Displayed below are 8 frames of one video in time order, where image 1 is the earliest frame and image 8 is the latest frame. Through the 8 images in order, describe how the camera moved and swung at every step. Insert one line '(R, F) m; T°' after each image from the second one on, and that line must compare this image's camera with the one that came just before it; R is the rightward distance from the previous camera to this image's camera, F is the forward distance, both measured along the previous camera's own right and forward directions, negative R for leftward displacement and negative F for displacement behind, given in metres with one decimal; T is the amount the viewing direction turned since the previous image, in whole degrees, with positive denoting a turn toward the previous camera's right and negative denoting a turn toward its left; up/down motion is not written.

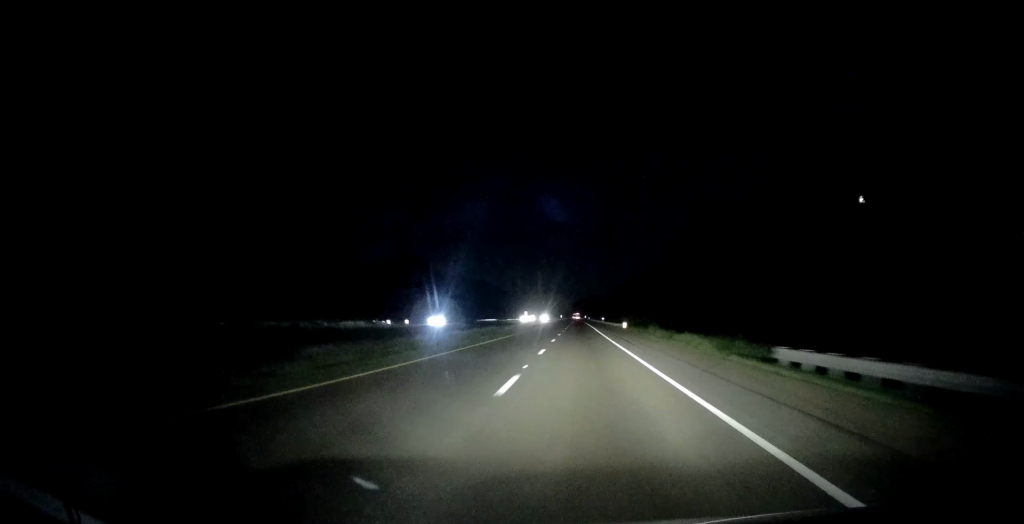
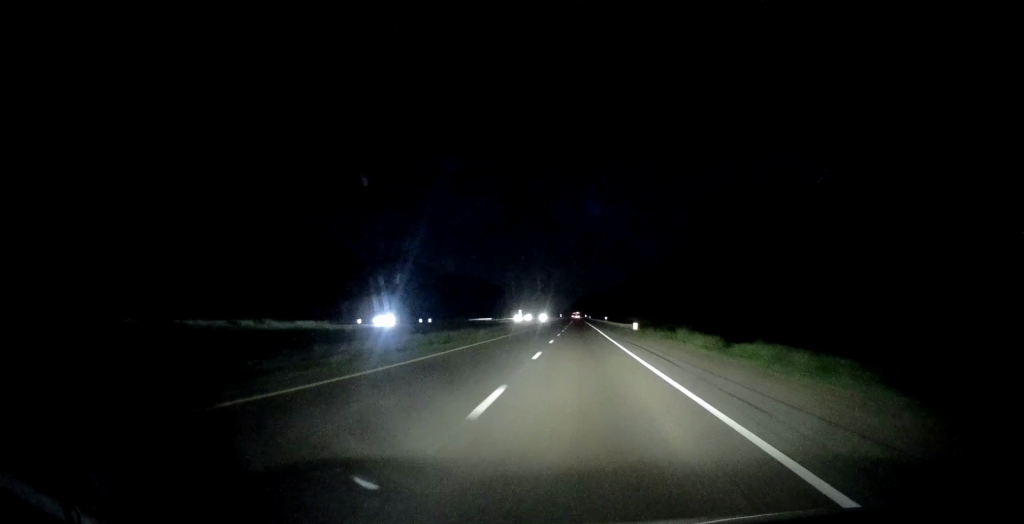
(0.0, +14.7) m; 0°
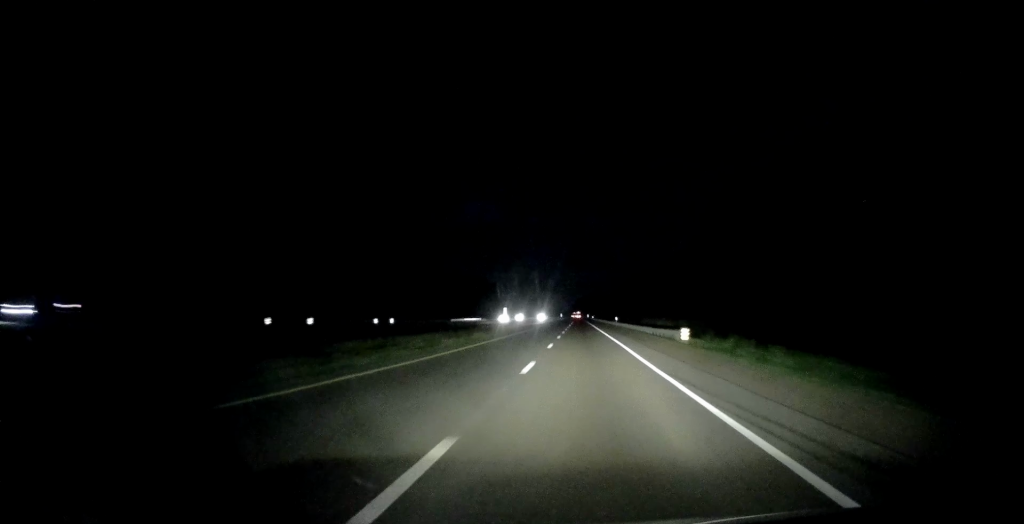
(0.0, +29.3) m; 0°
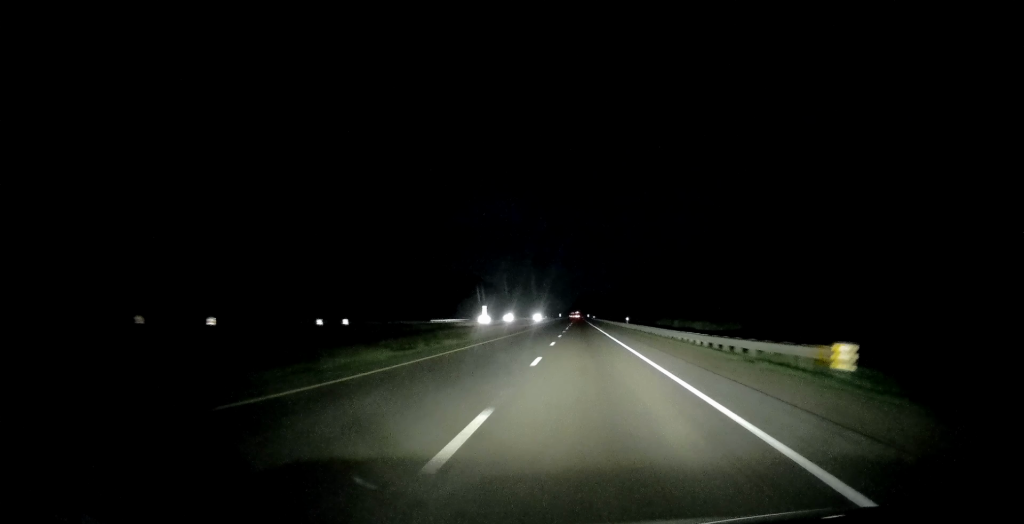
(0.0, +22.1) m; 0°
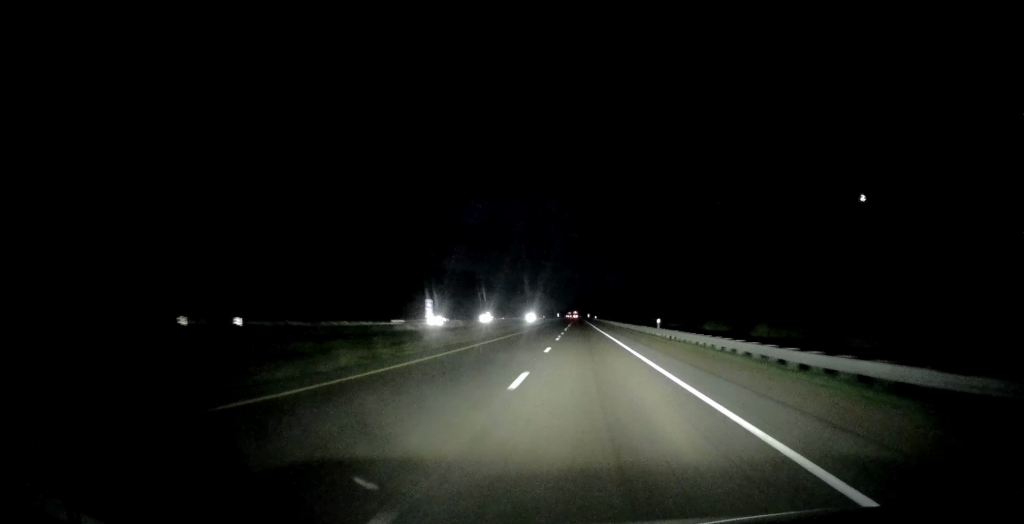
(-0.1, +29.3) m; 0°
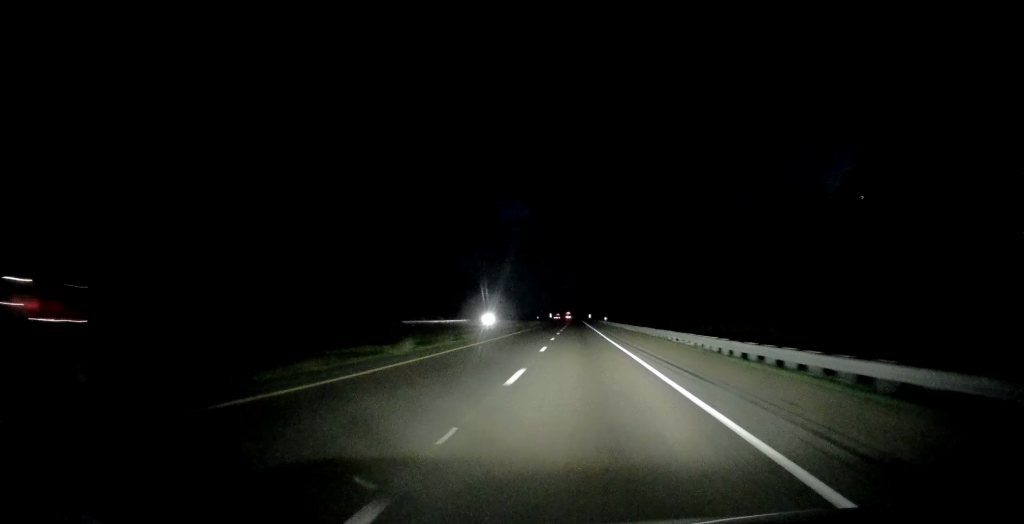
(+1.3, +85.0) m; +1°
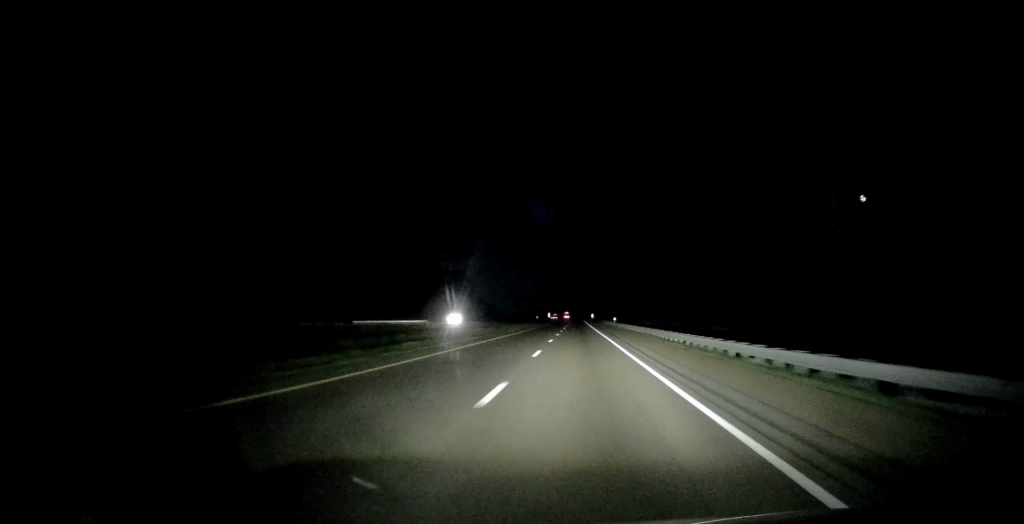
(-0.2, +27.4) m; -1°
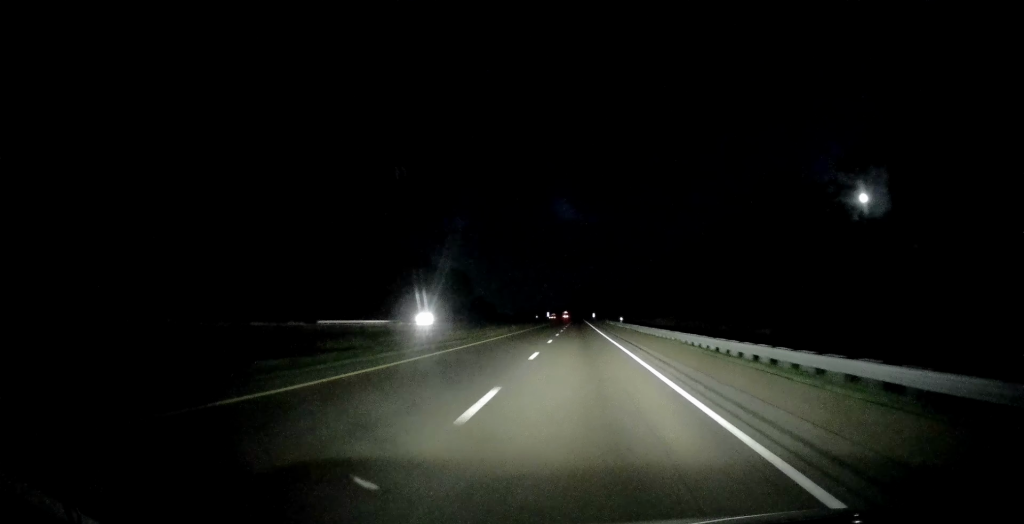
(0.0, +13.6) m; 0°
